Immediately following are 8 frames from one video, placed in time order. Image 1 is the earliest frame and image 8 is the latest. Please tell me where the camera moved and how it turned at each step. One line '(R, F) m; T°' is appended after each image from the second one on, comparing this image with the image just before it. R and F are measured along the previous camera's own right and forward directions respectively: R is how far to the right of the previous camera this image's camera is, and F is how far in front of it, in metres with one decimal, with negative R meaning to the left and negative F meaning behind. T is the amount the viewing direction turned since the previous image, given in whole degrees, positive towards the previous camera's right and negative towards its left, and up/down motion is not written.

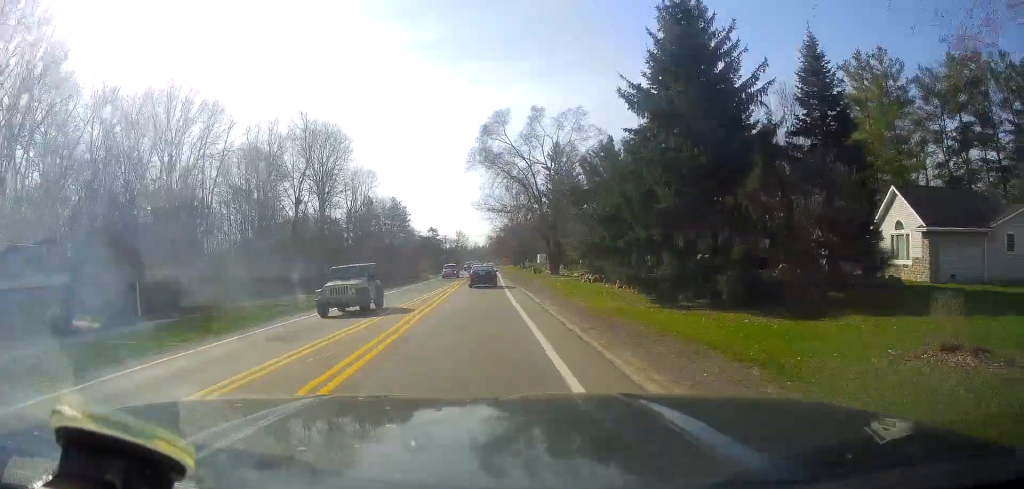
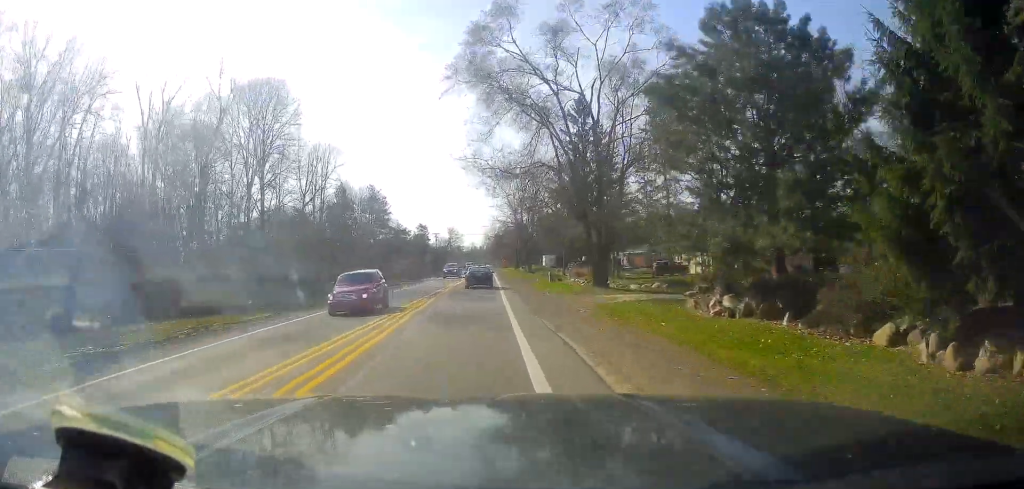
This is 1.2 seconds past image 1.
(0.0, +24.4) m; -1°
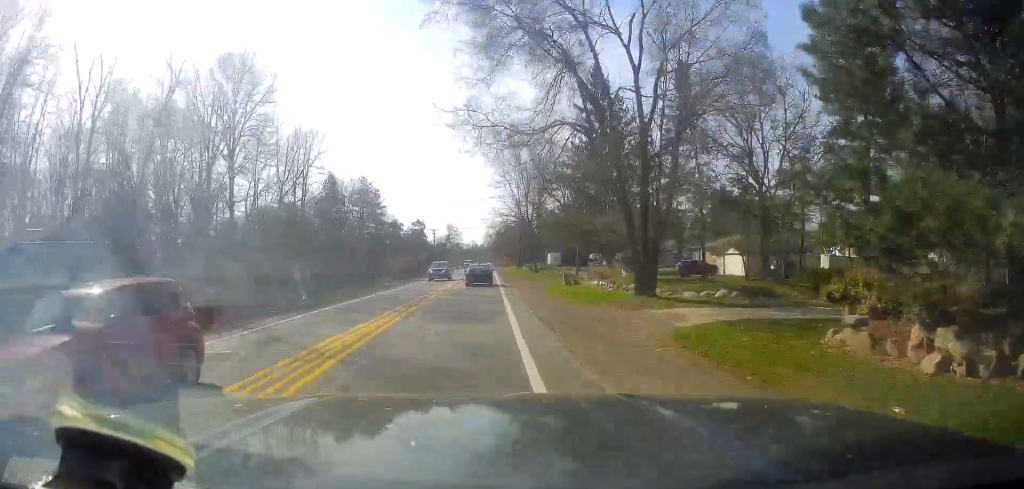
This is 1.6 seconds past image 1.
(-0.1, +9.0) m; 0°
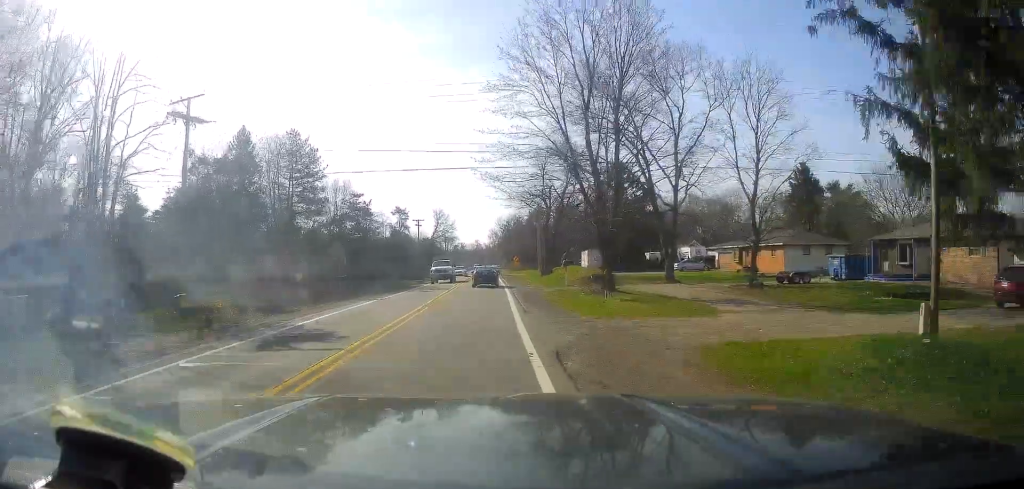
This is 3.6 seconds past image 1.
(+0.3, +42.1) m; -1°
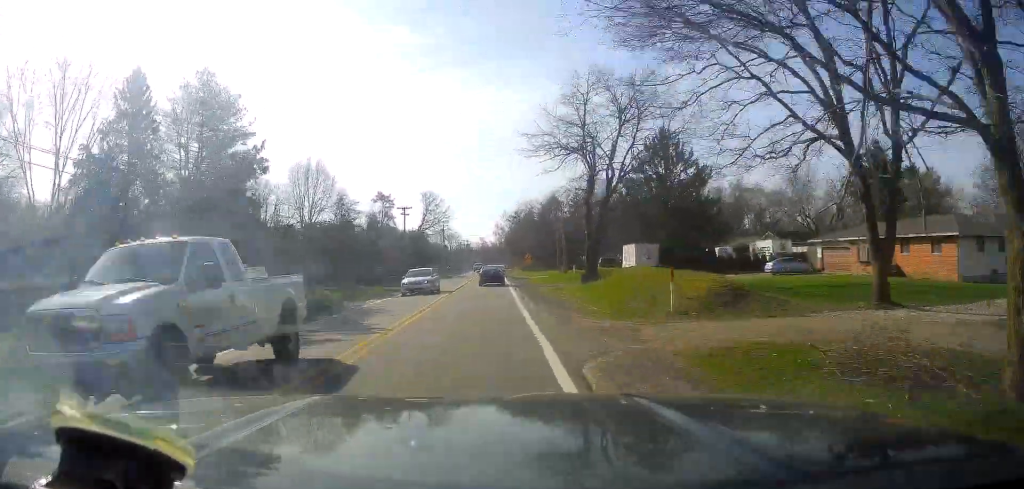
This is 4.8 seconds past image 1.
(-0.6, +24.2) m; -1°
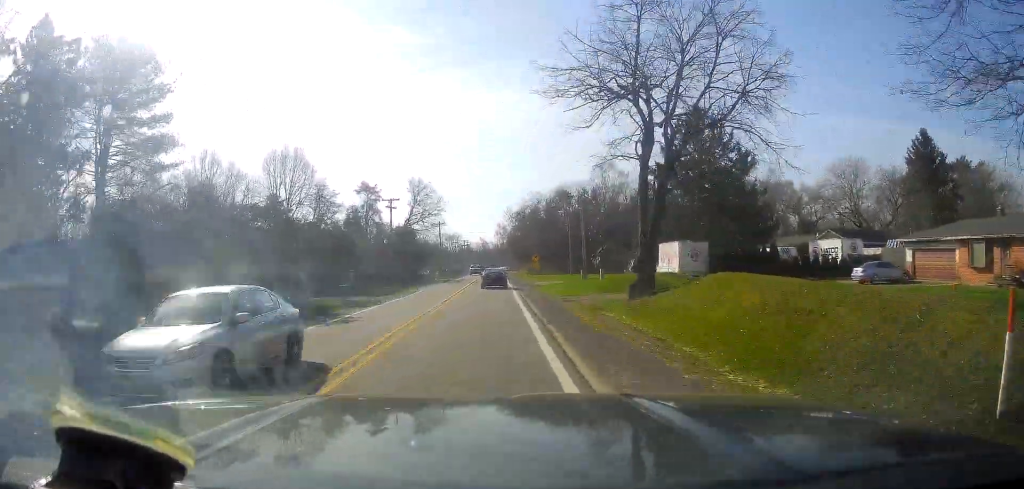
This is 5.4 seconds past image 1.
(0.0, +13.2) m; +1°
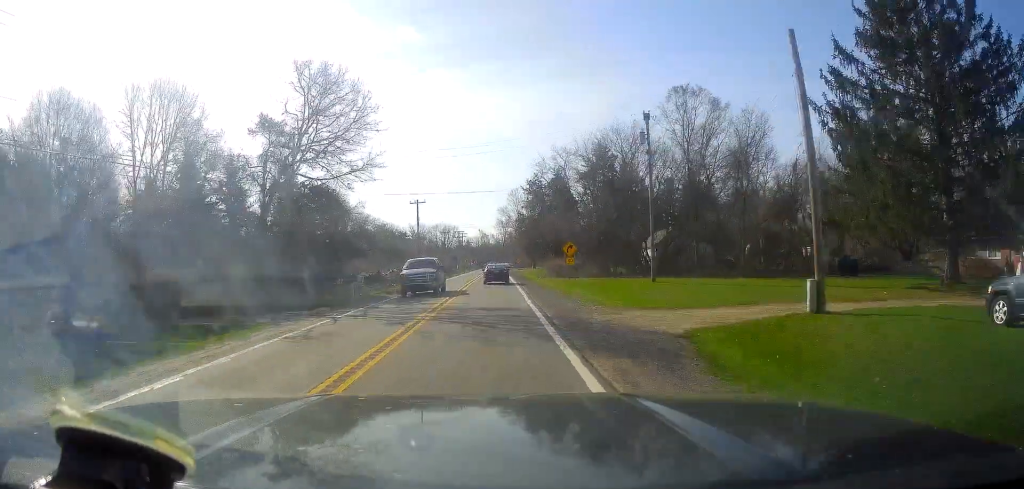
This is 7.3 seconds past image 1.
(+0.4, +38.0) m; 0°
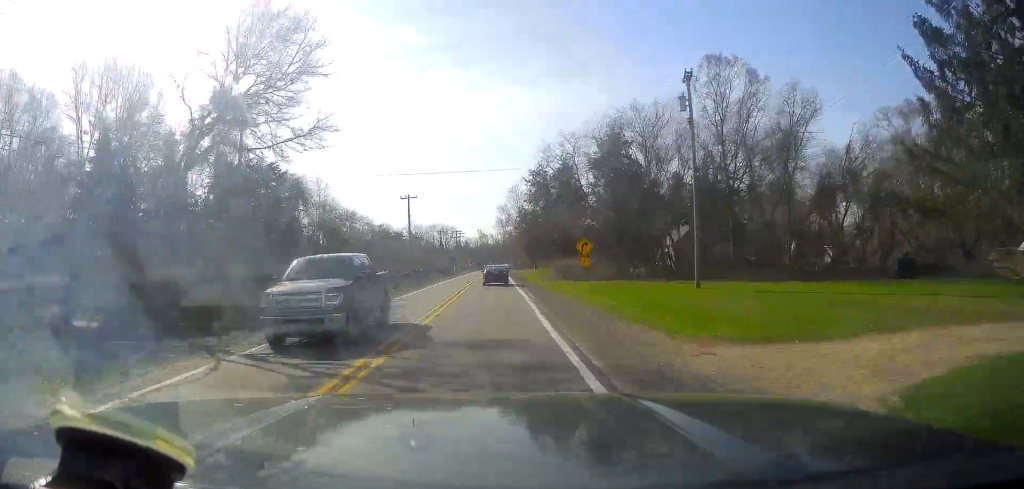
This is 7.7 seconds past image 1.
(0.0, +8.4) m; 0°
